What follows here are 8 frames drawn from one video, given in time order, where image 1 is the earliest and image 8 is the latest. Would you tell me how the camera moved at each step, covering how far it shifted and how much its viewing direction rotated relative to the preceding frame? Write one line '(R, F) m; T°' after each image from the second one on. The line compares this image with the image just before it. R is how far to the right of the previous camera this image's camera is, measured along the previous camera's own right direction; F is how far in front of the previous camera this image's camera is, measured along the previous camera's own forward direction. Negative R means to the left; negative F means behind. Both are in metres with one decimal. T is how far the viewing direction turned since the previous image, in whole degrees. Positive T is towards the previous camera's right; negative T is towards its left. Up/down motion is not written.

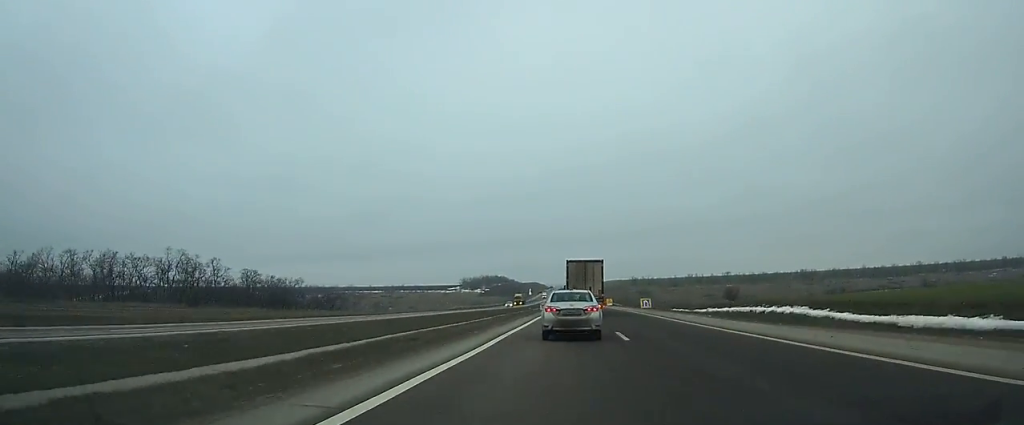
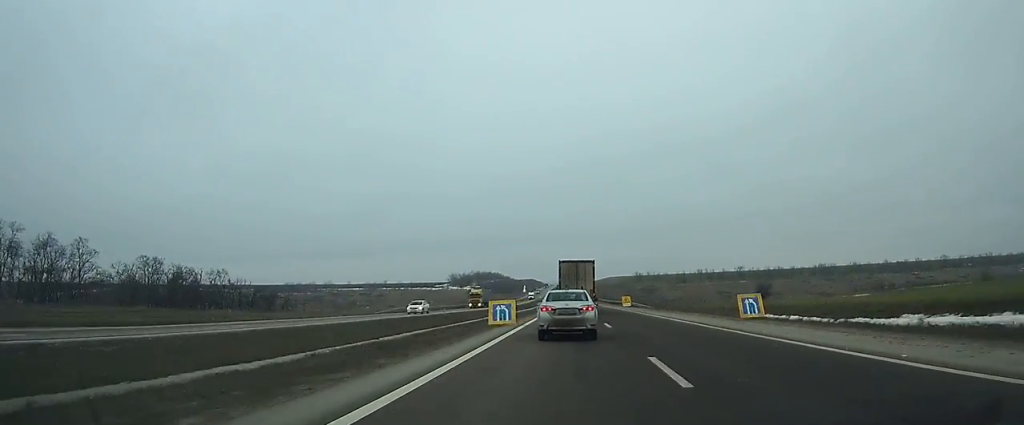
(0.0, +40.7) m; 0°
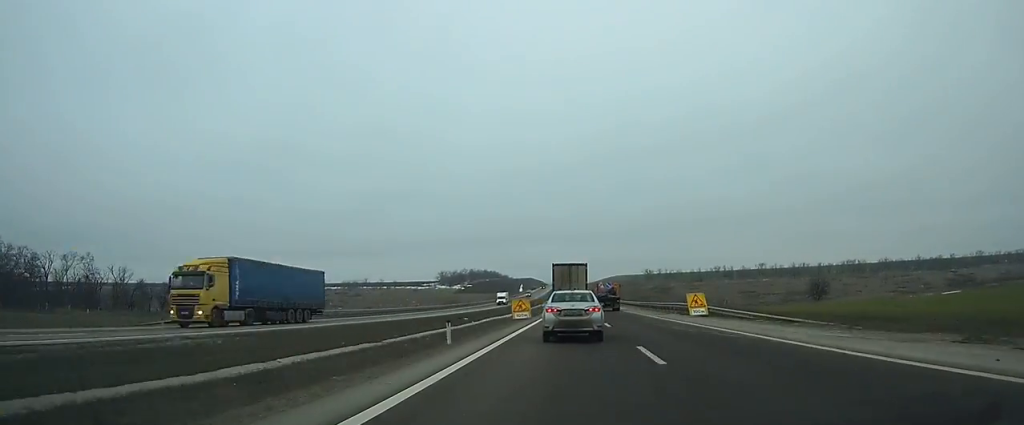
(0.0, +44.3) m; 0°
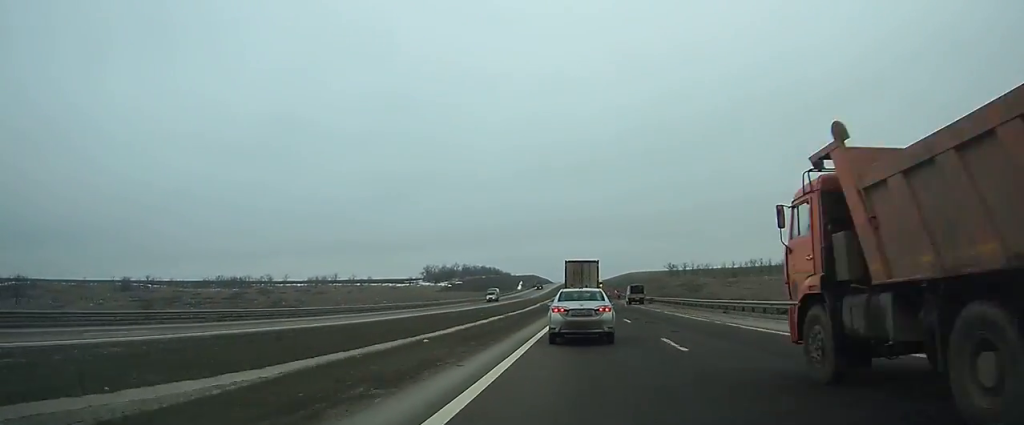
(-0.3, +59.5) m; 0°
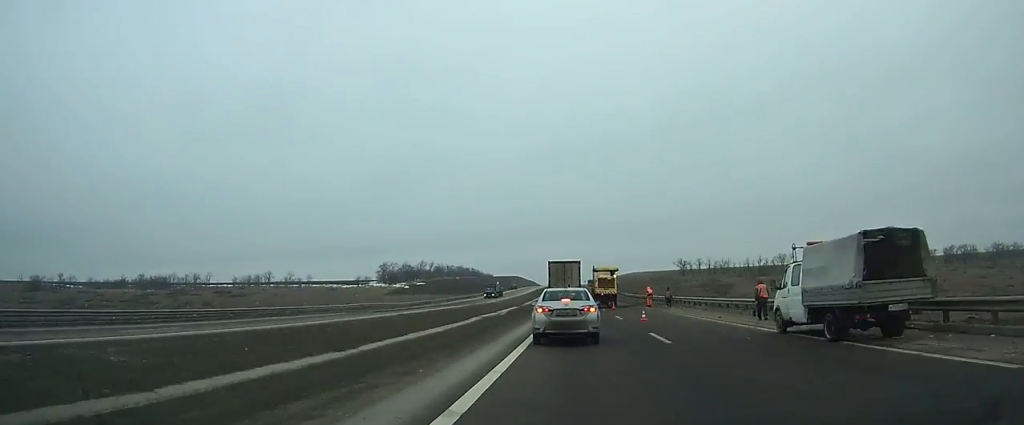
(+0.2, +60.3) m; 0°
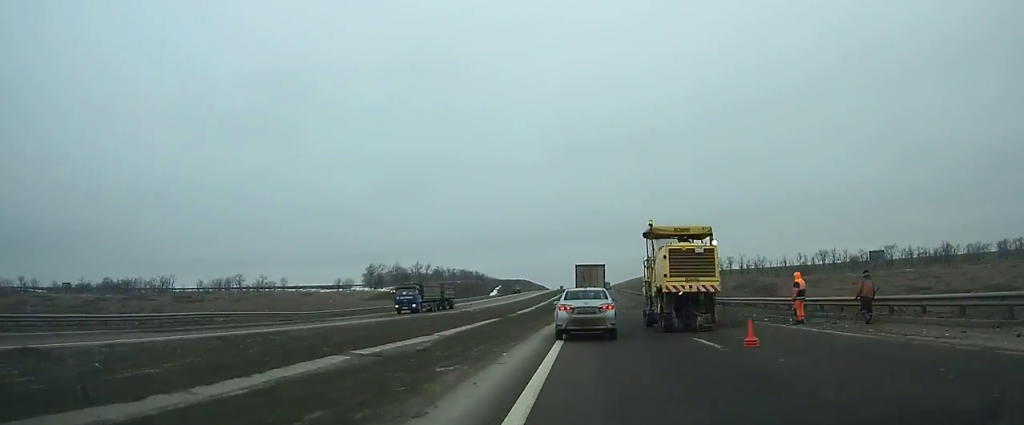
(-0.2, +34.8) m; 0°
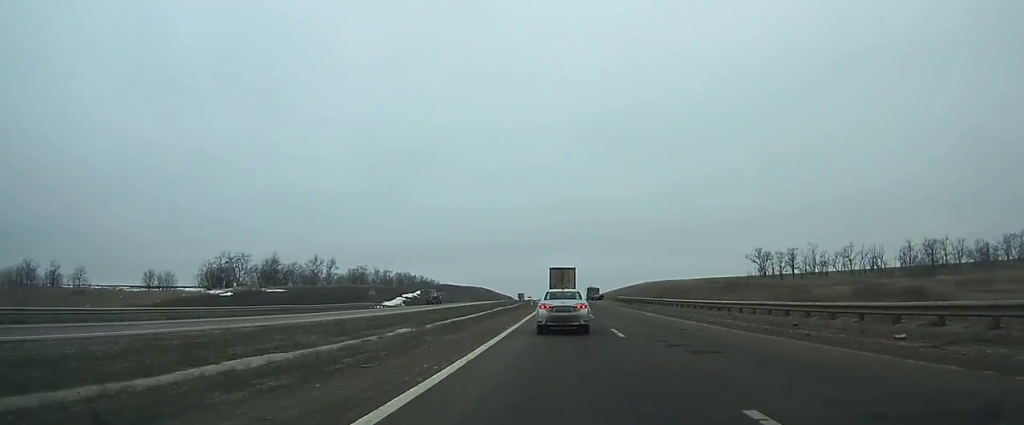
(+0.4, +92.4) m; 0°
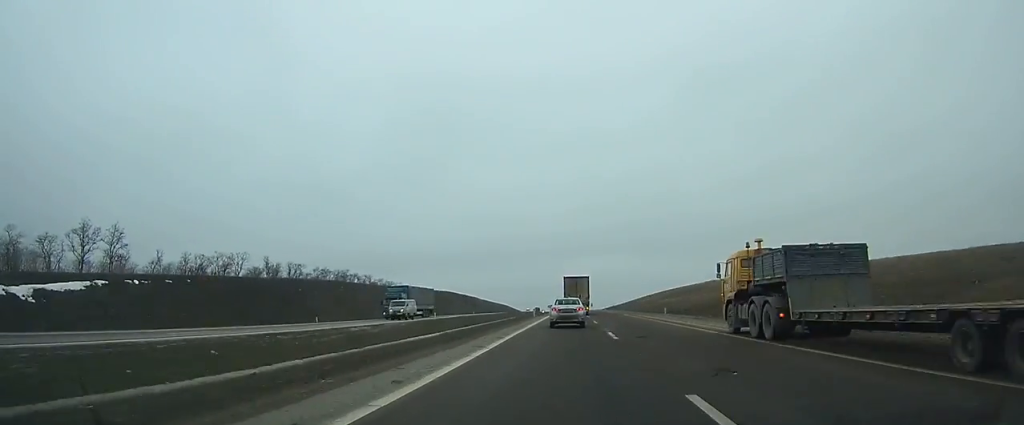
(-0.7, +114.1) m; 0°
